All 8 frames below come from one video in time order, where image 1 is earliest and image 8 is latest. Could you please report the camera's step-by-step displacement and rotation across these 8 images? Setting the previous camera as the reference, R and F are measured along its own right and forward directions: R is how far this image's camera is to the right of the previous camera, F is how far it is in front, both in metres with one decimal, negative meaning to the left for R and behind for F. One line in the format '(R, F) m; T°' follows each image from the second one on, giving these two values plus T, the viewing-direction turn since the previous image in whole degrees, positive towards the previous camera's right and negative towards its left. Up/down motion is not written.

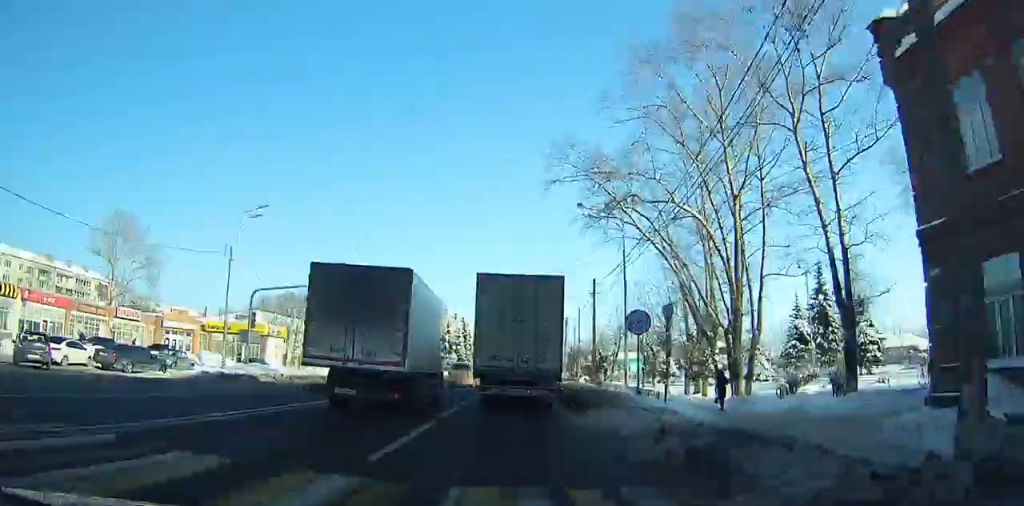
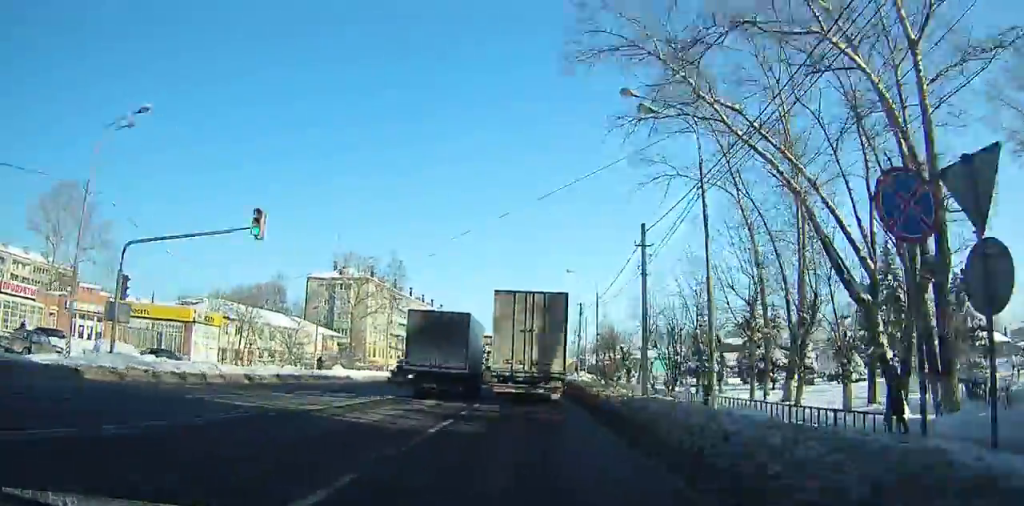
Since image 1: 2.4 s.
(0.0, +16.4) m; -1°
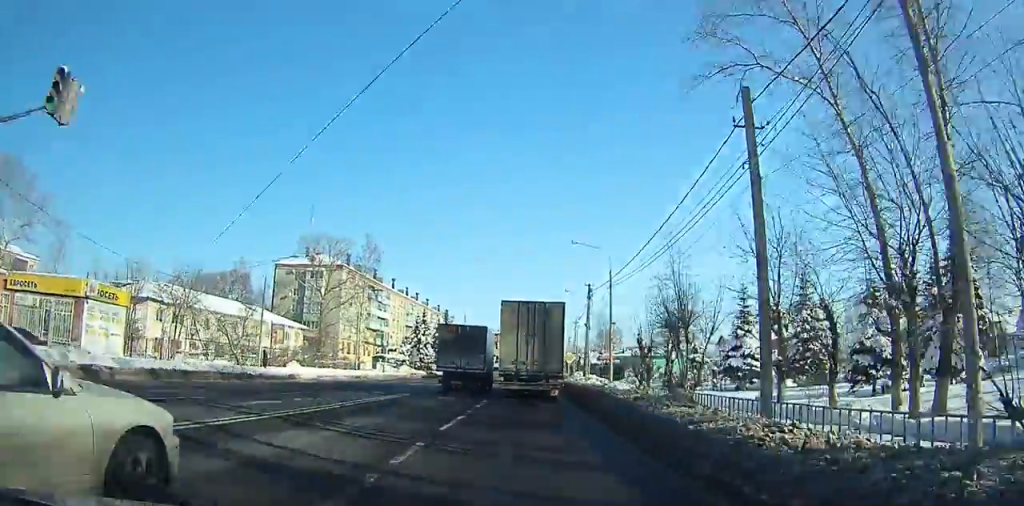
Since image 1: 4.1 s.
(-0.5, +13.9) m; 0°
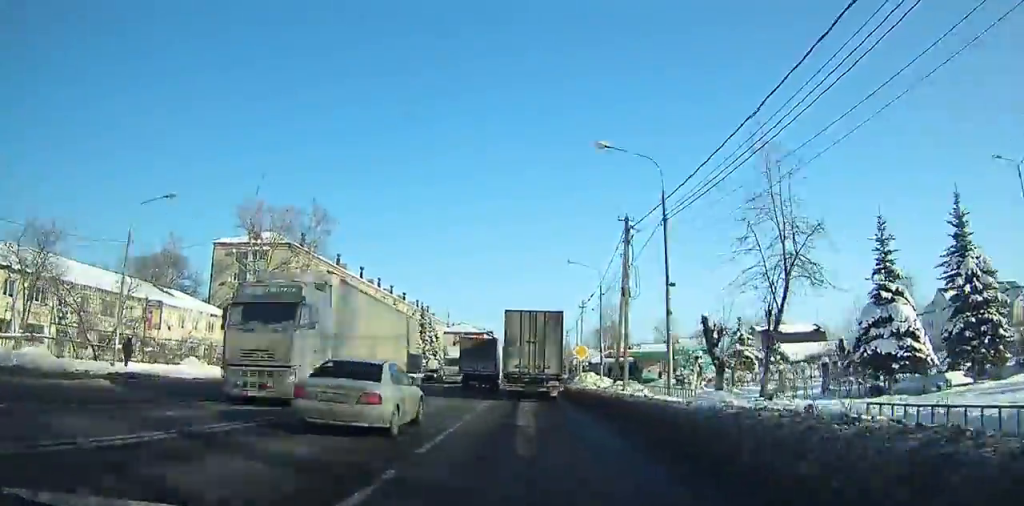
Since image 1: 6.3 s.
(+0.4, +20.7) m; +2°
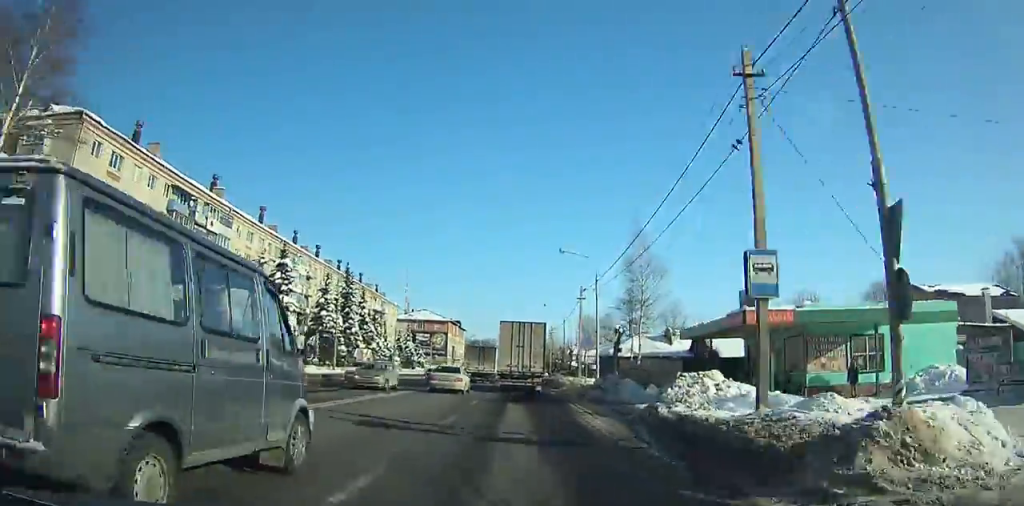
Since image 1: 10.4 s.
(+1.6, +45.0) m; +3°
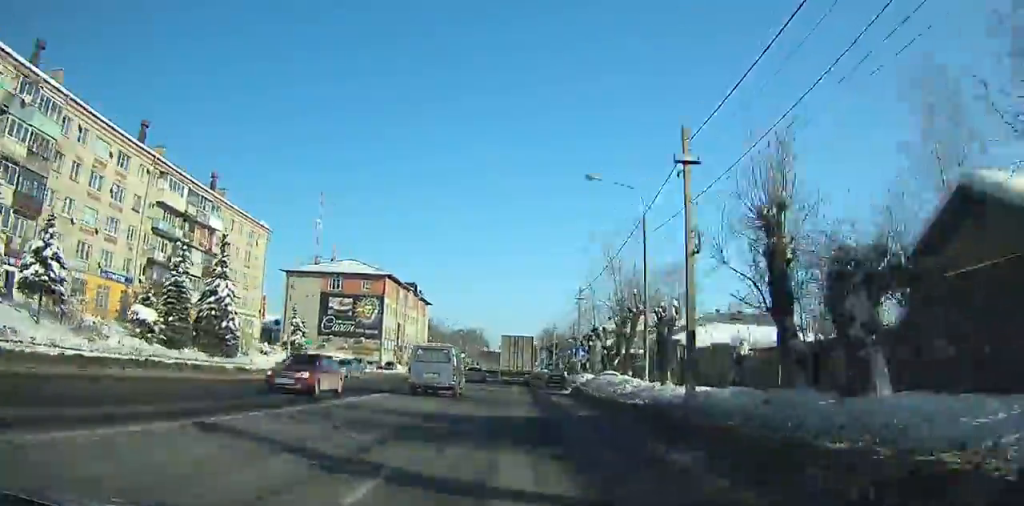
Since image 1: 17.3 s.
(-1.0, +93.3) m; +3°
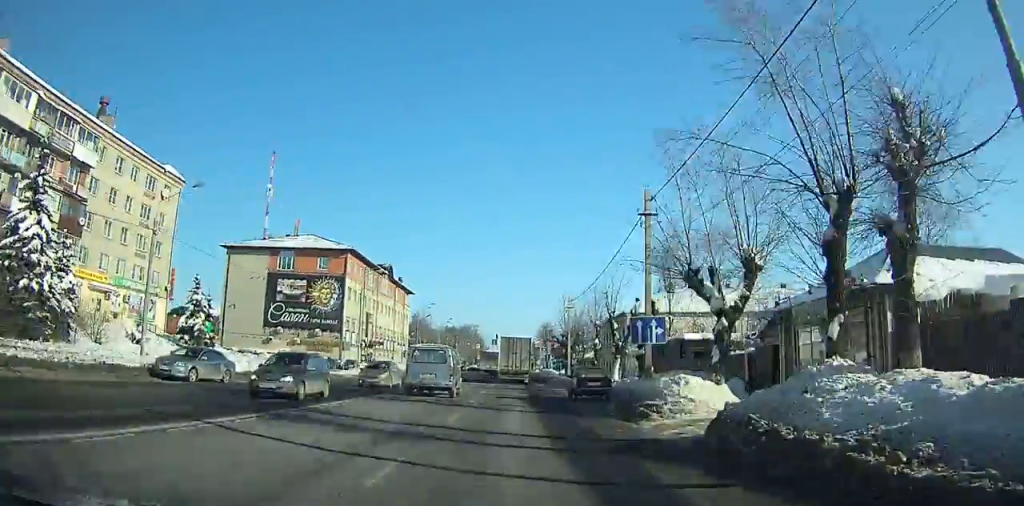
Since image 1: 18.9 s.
(+3.8, +23.8) m; -3°
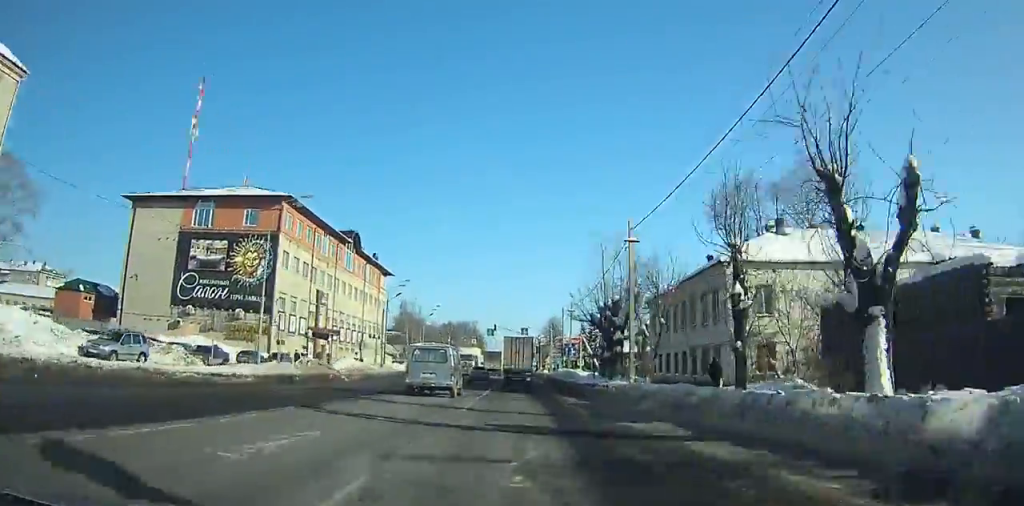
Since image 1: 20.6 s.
(-0.7, +25.2) m; -3°
